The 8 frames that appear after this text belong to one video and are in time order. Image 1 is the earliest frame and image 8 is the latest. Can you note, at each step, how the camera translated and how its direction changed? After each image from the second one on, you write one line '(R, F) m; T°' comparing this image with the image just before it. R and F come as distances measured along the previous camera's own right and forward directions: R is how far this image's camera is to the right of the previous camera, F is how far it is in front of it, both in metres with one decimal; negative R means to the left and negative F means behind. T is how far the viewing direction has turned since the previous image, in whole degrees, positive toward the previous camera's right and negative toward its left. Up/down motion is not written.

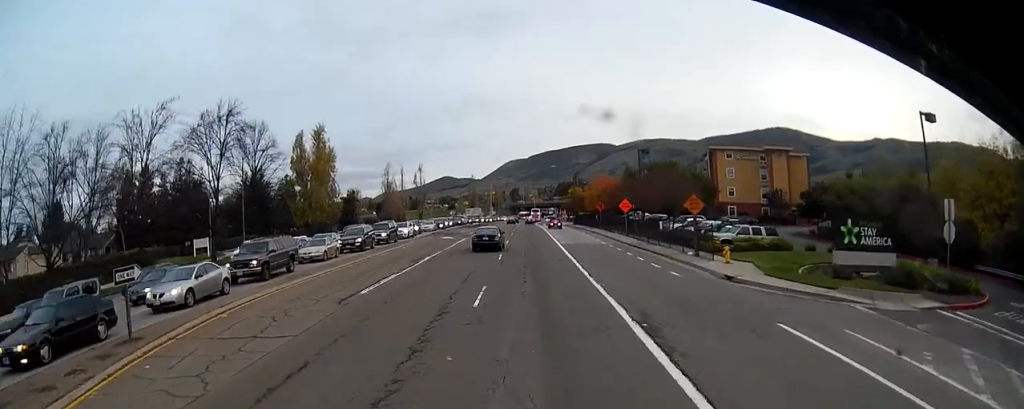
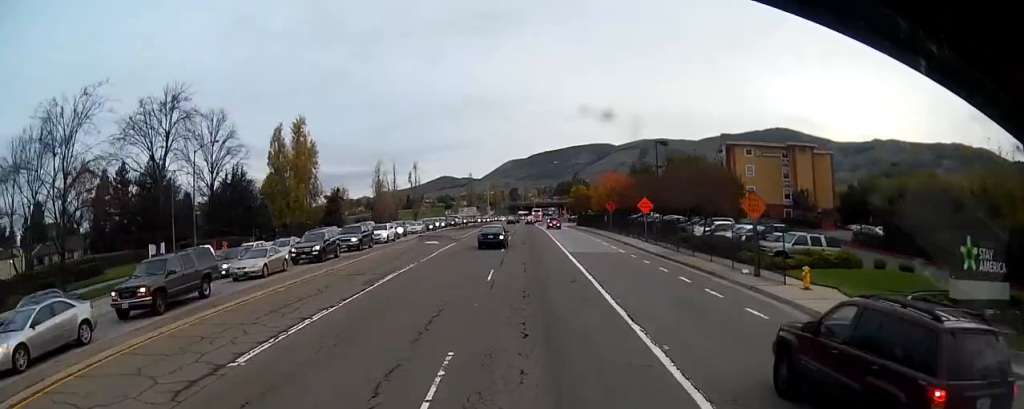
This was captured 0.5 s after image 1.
(+0.1, +8.9) m; 0°
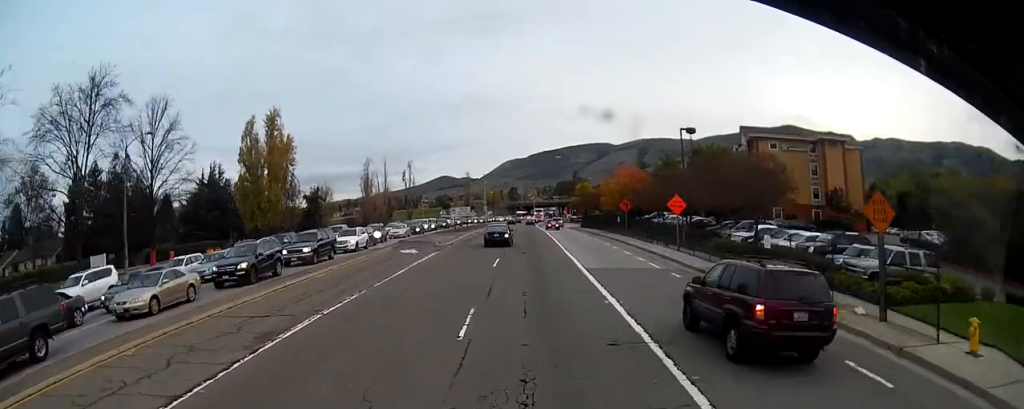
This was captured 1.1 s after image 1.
(0.0, +9.5) m; 0°
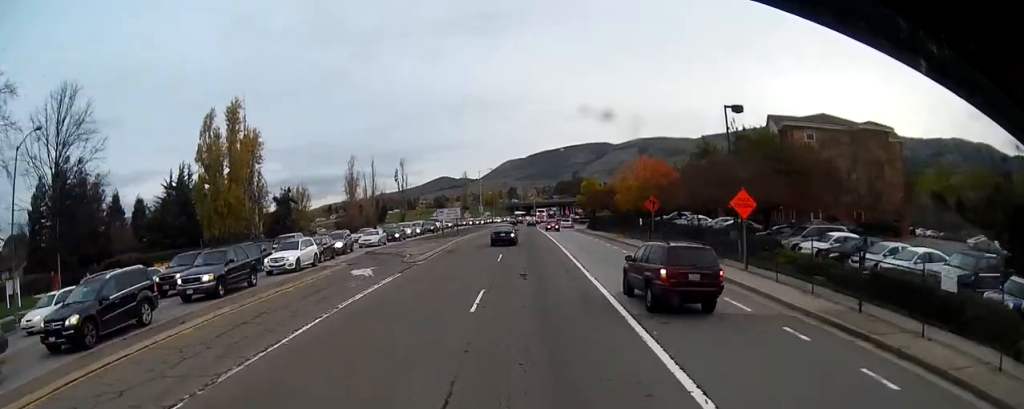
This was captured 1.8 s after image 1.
(-0.1, +11.3) m; -1°
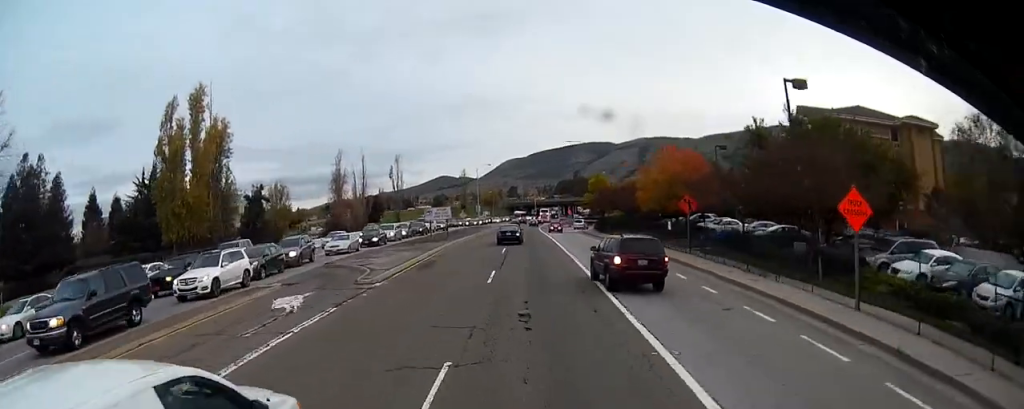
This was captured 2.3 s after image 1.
(0.0, +9.1) m; 0°
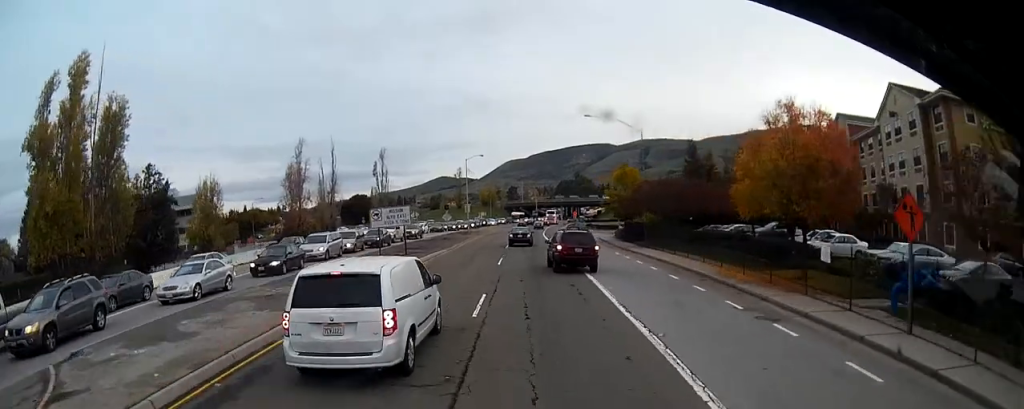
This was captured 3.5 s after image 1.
(-0.1, +21.0) m; 0°
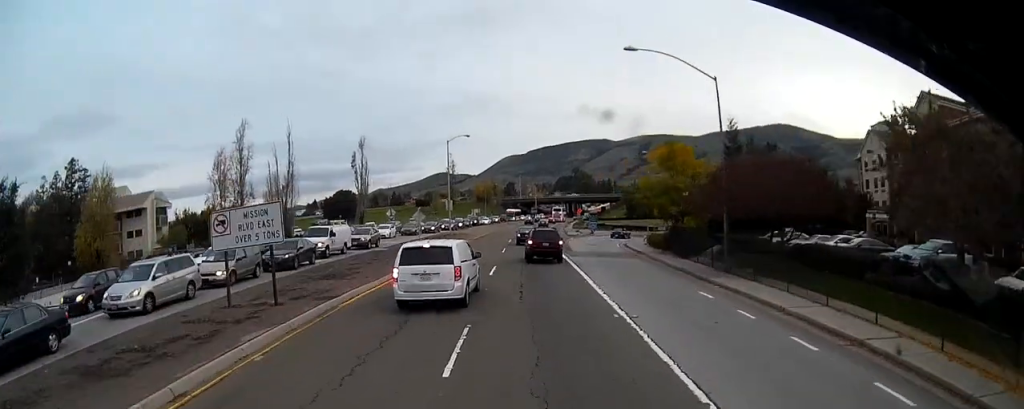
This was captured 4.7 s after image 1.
(+0.1, +20.4) m; +1°
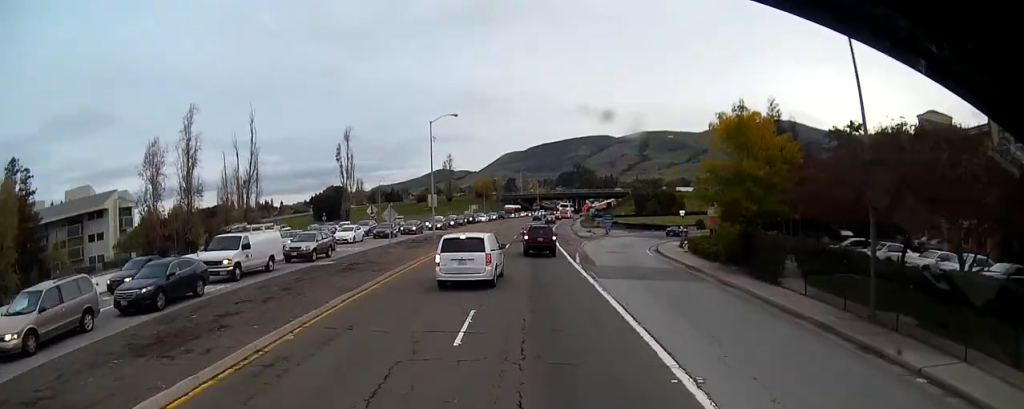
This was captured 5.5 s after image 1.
(+0.1, +13.4) m; 0°
